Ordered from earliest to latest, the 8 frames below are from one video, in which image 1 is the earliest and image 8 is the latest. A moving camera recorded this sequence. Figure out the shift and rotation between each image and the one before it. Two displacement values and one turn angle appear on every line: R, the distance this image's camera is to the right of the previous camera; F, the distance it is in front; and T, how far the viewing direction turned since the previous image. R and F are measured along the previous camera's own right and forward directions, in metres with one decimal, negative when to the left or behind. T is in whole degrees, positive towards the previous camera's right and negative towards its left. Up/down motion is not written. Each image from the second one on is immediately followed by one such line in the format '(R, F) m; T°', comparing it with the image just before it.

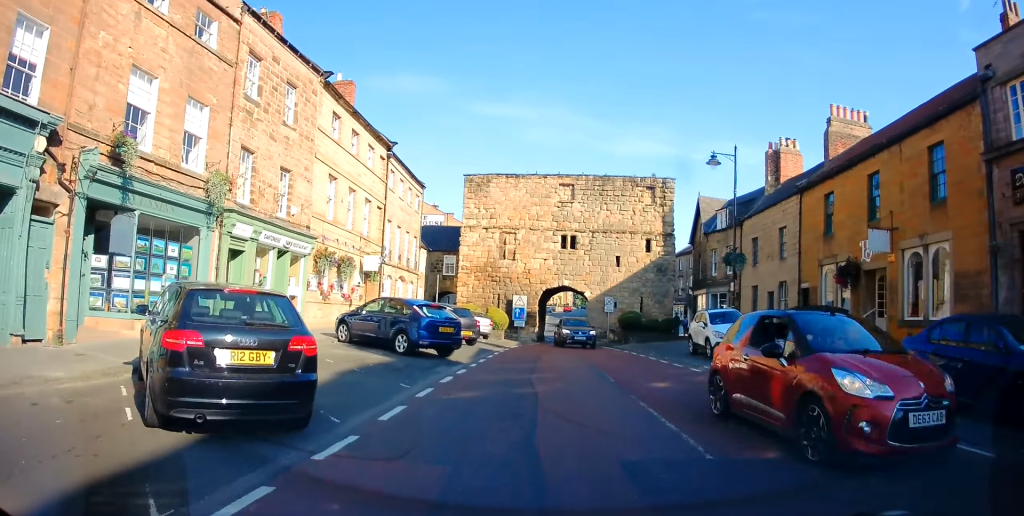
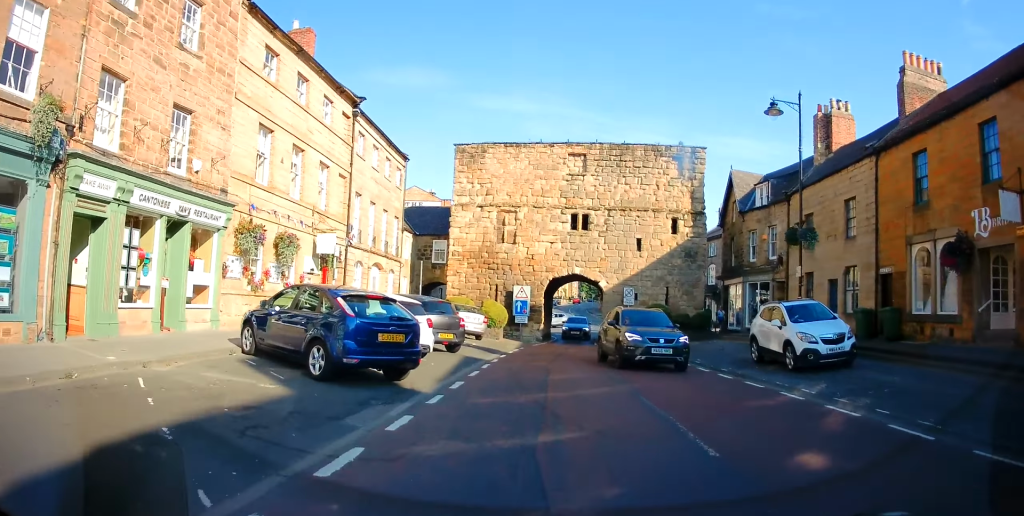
(-0.1, +6.6) m; -1°
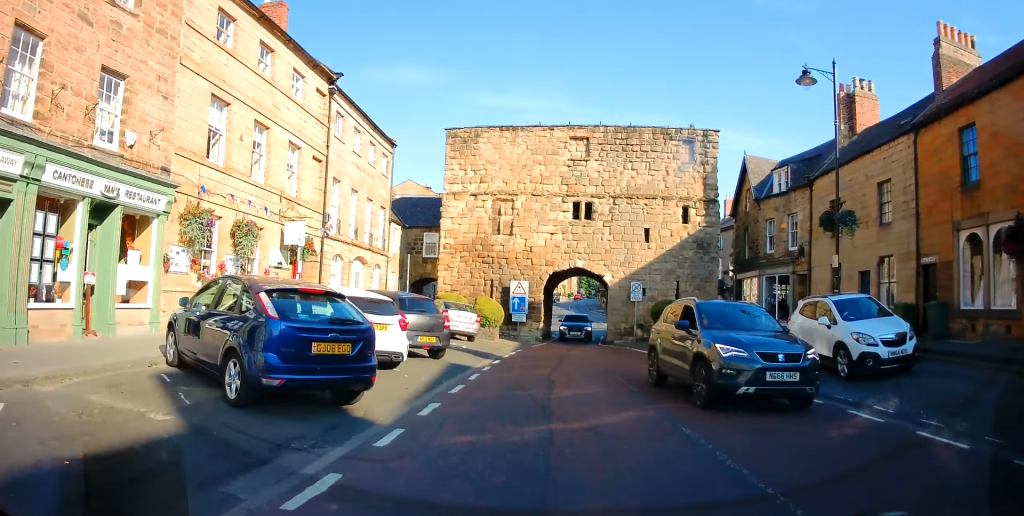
(0.0, +2.8) m; -1°
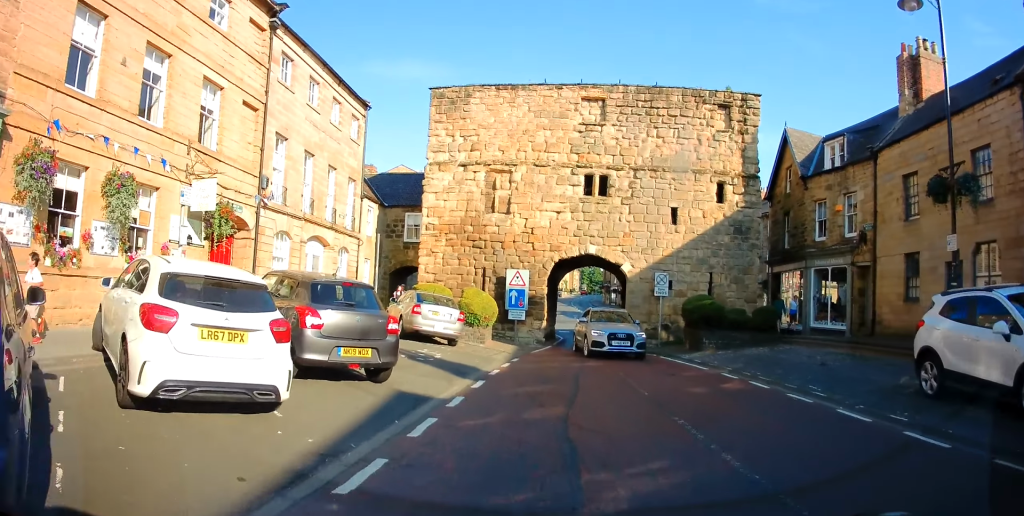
(-0.1, +5.7) m; 0°
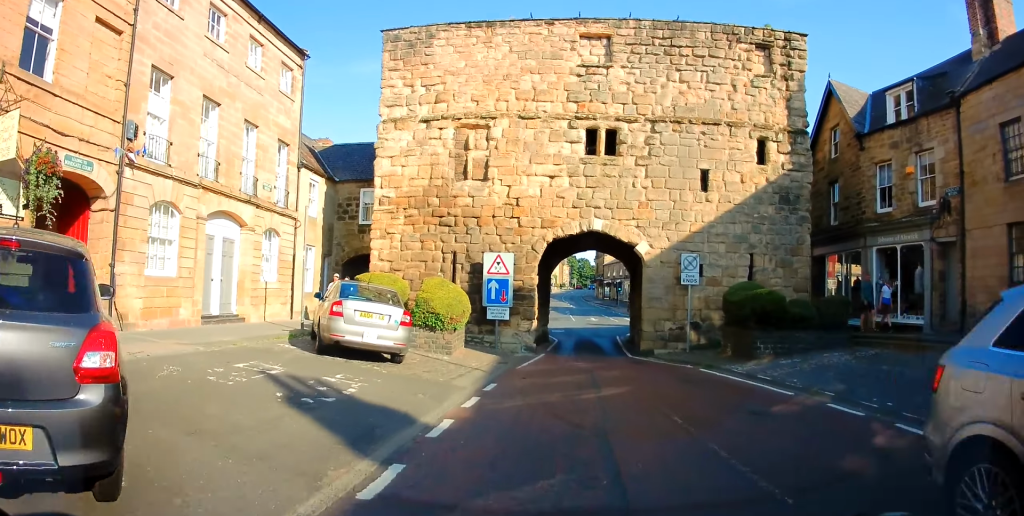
(+0.2, +5.7) m; +3°
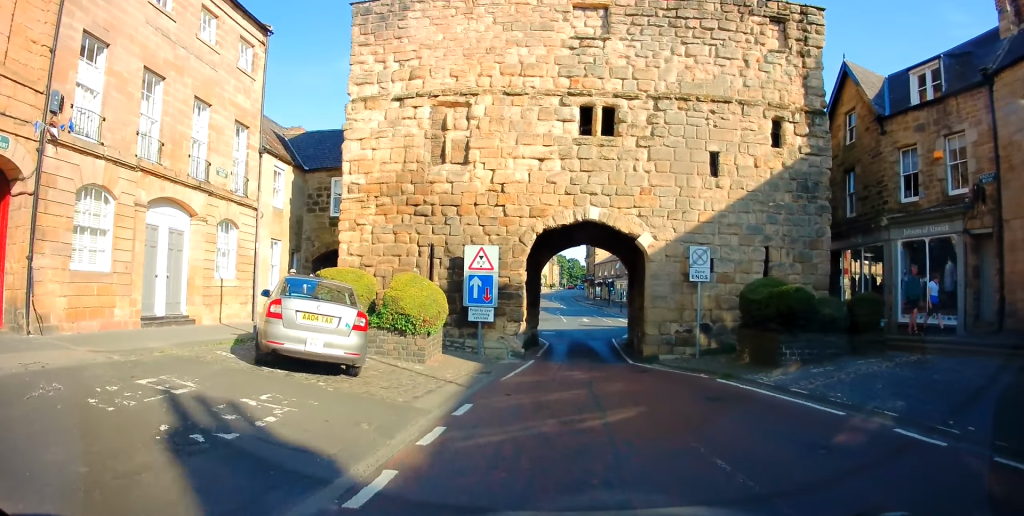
(0.0, +2.1) m; 0°
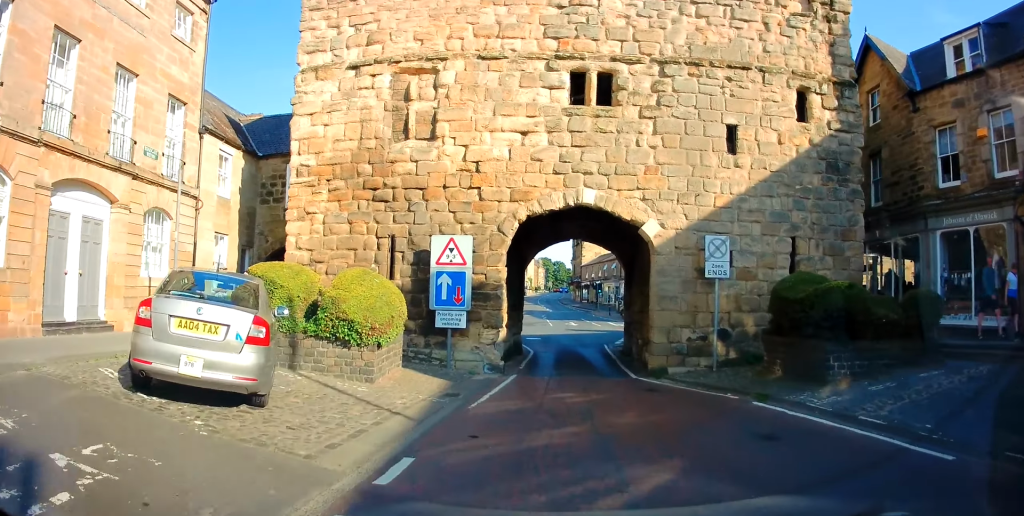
(0.0, +2.7) m; +2°
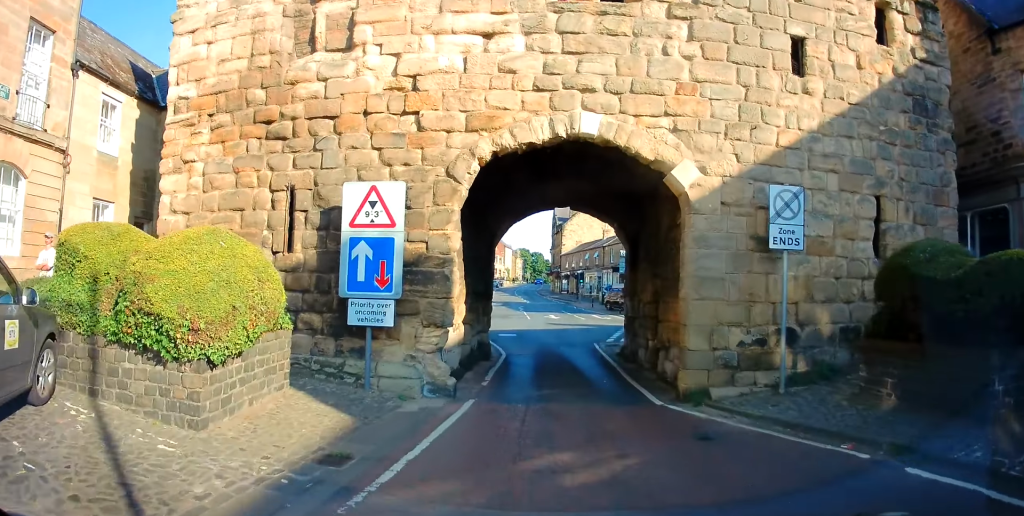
(+0.1, +4.0) m; +2°
